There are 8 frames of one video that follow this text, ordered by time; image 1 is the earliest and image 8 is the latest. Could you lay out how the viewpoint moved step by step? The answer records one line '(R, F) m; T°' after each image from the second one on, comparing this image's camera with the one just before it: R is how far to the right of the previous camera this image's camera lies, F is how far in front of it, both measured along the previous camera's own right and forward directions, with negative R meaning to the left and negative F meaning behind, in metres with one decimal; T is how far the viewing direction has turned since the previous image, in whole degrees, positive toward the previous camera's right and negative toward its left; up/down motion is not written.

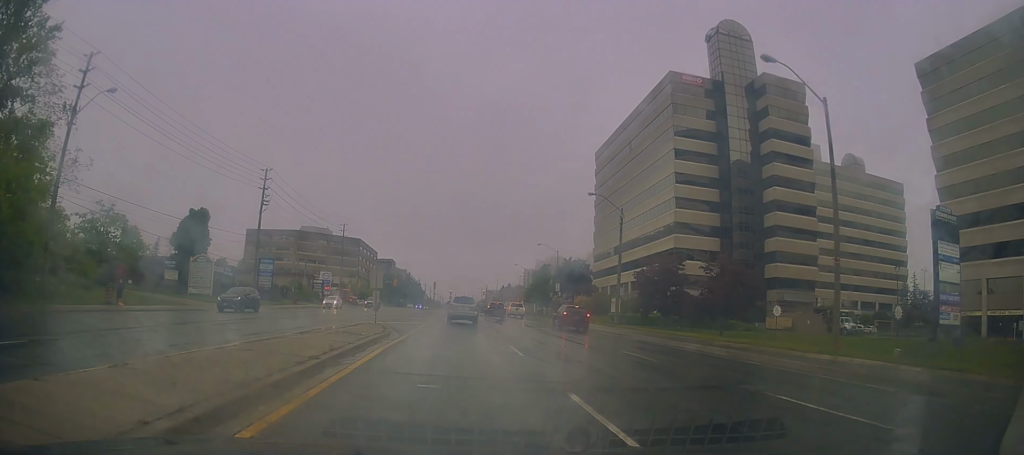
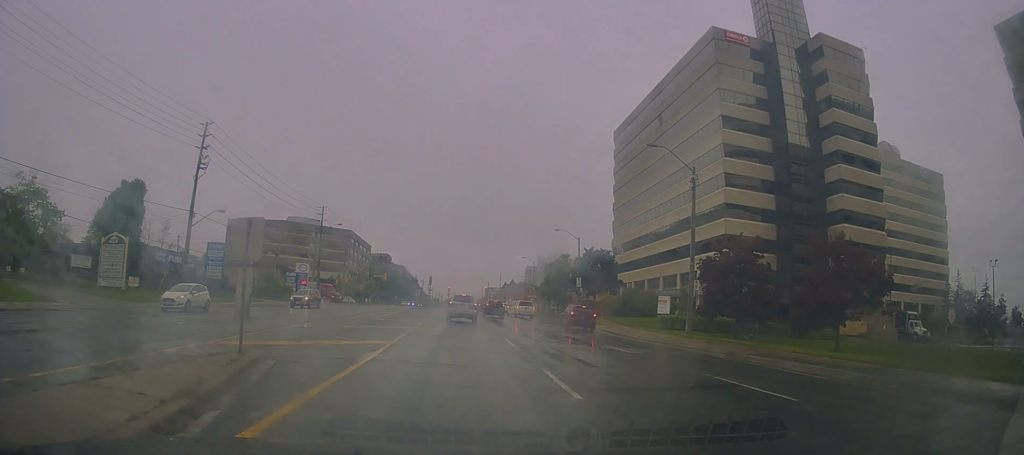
(+0.2, +15.8) m; 0°
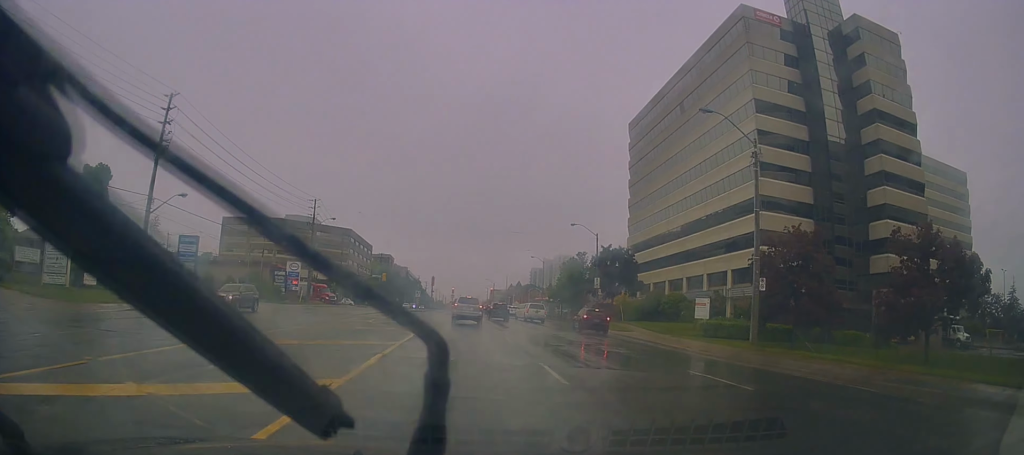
(-0.2, +6.8) m; -1°
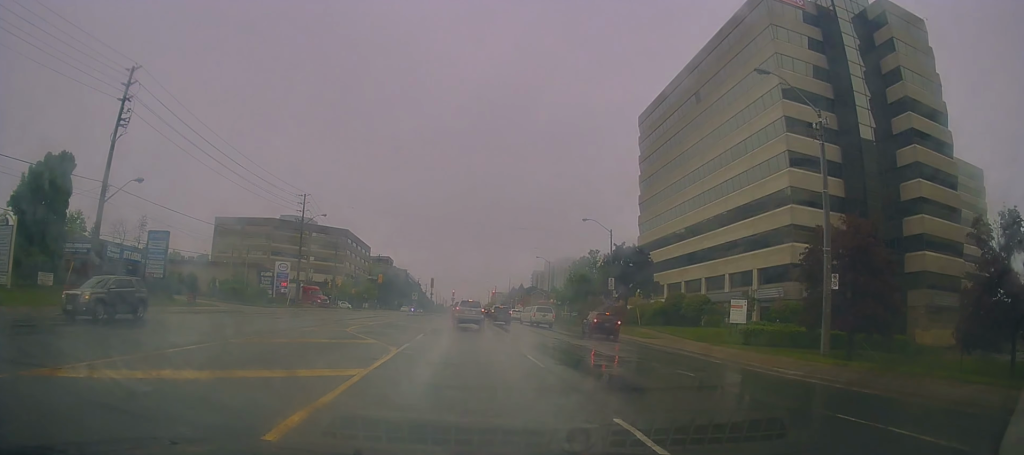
(0.0, +5.6) m; 0°
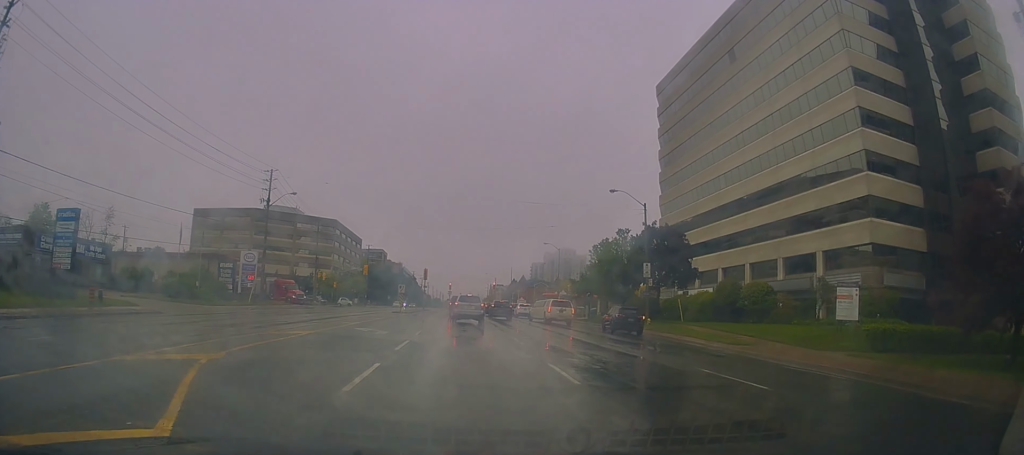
(+0.2, +11.8) m; +1°
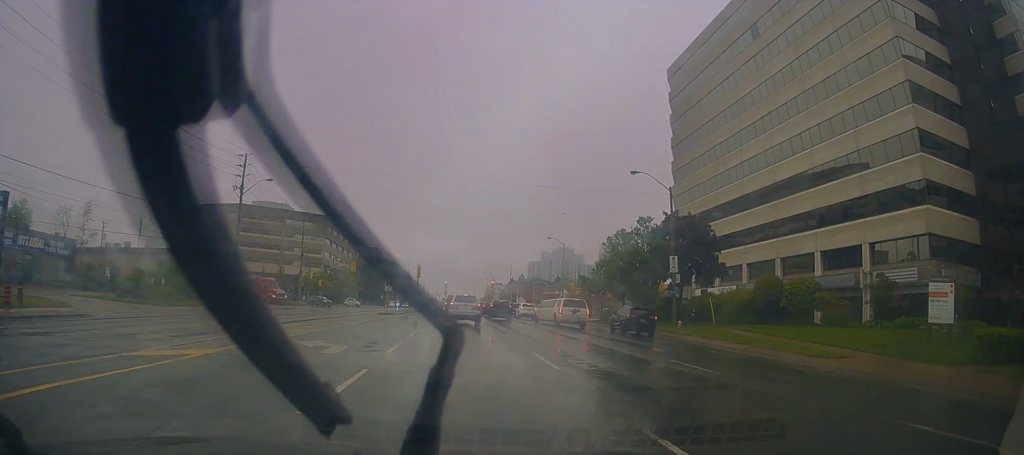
(0.0, +6.5) m; 0°
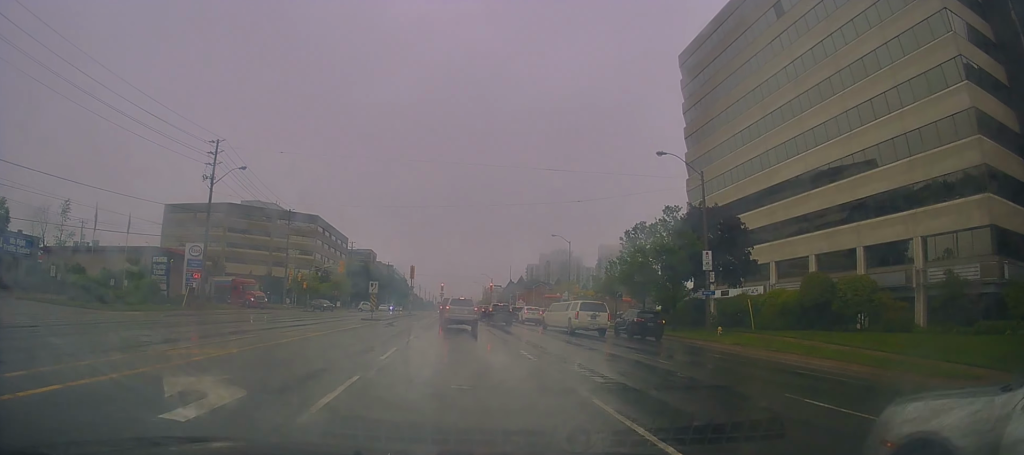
(0.0, +6.0) m; -1°
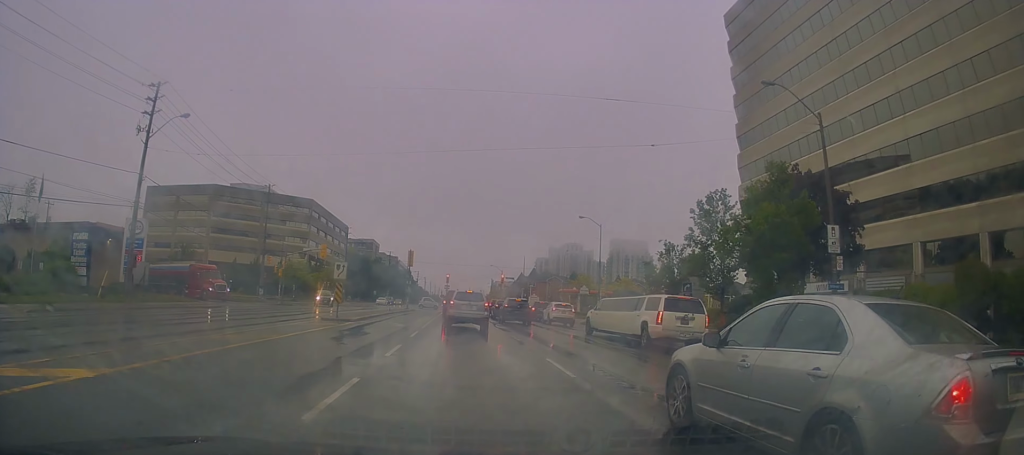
(-0.1, +11.0) m; +2°
